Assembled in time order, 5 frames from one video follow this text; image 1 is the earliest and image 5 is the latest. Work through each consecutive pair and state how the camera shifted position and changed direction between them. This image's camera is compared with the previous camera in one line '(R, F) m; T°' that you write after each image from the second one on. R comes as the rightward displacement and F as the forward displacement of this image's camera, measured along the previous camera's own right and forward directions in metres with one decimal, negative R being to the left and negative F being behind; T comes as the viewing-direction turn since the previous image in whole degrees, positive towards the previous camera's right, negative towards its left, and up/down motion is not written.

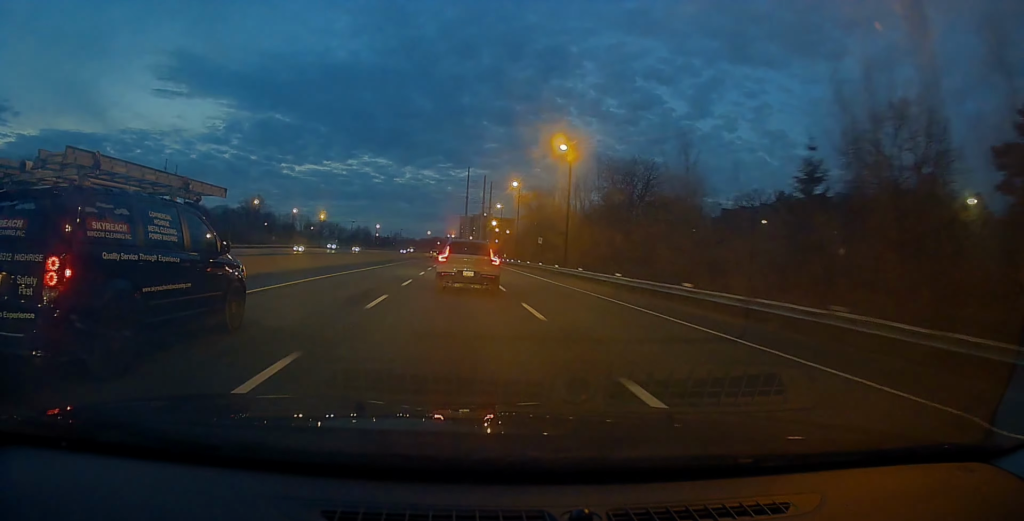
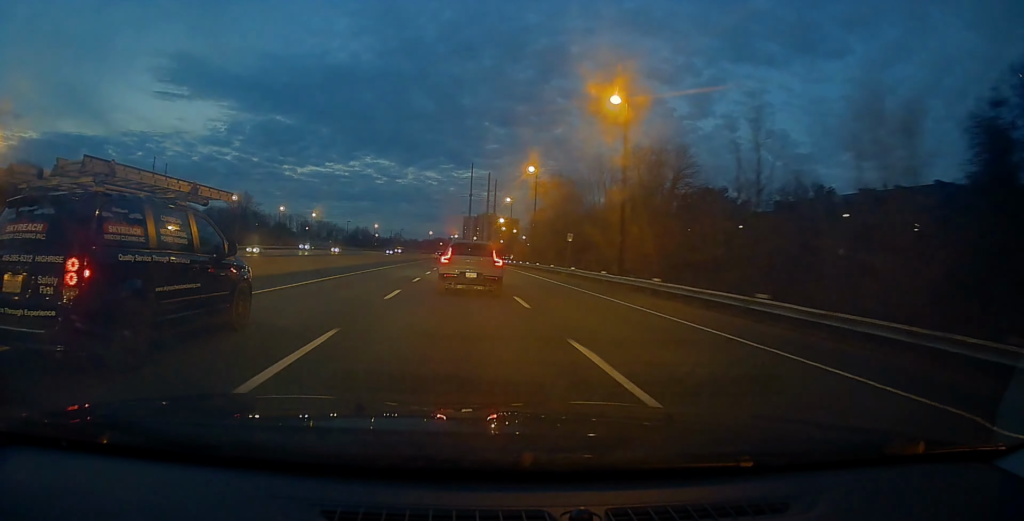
(+0.1, +15.5) m; 0°
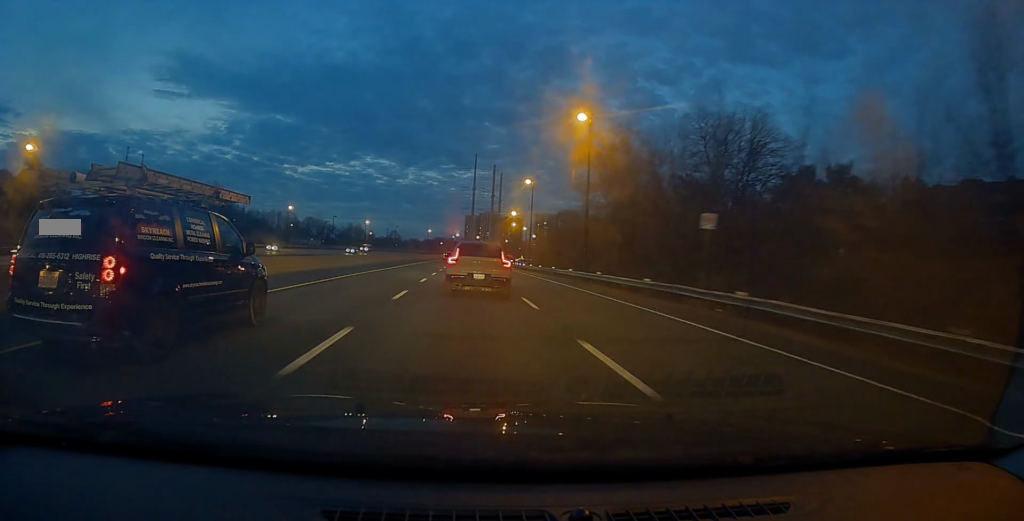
(+0.2, +26.9) m; 0°
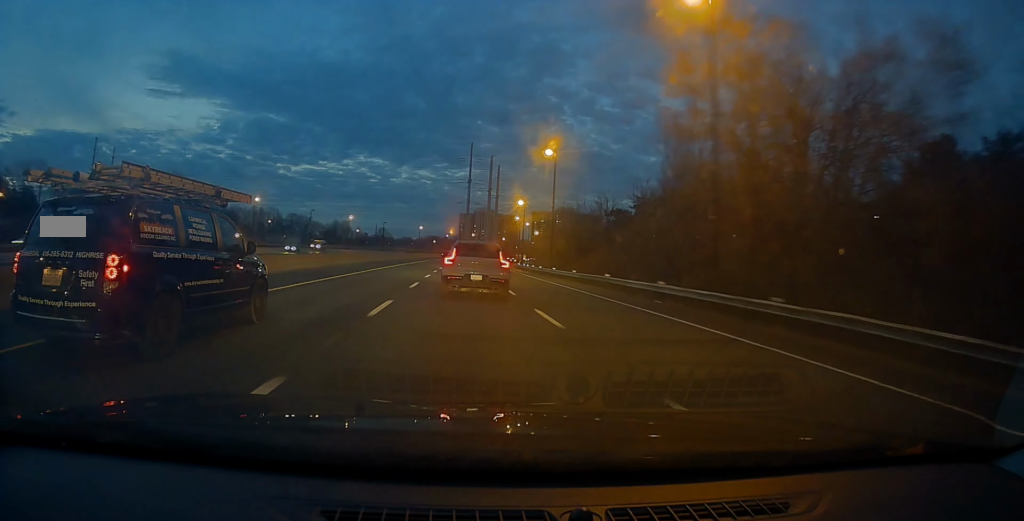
(-0.1, +21.6) m; 0°
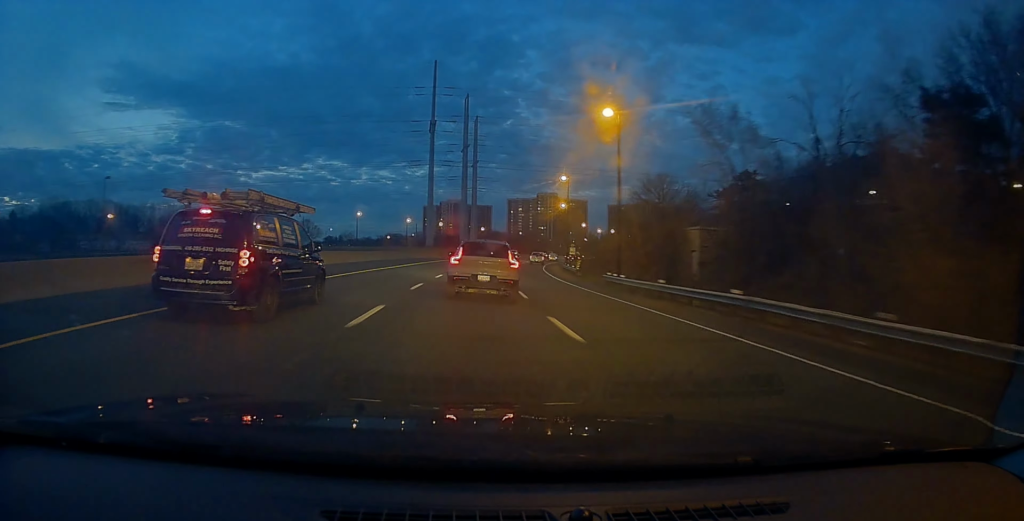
(+3.1, +91.5) m; +4°
